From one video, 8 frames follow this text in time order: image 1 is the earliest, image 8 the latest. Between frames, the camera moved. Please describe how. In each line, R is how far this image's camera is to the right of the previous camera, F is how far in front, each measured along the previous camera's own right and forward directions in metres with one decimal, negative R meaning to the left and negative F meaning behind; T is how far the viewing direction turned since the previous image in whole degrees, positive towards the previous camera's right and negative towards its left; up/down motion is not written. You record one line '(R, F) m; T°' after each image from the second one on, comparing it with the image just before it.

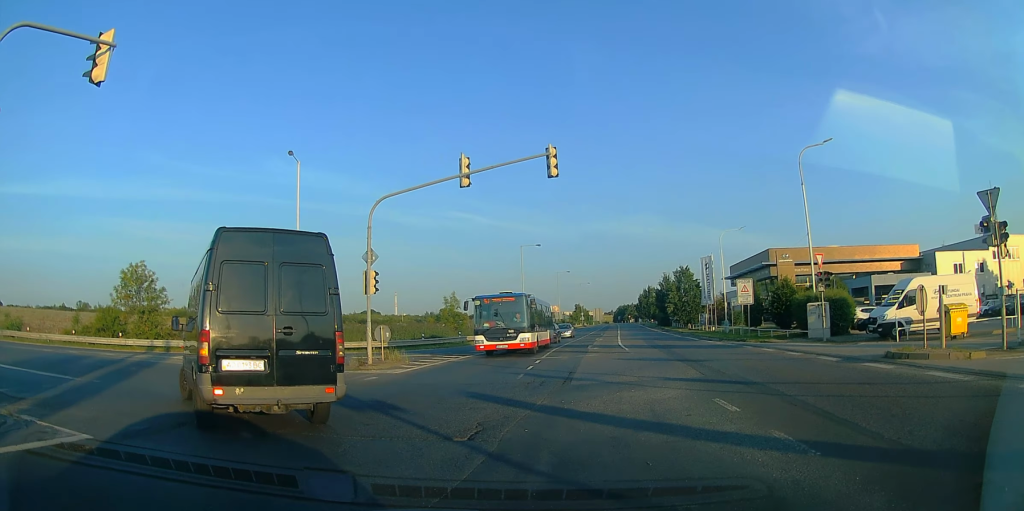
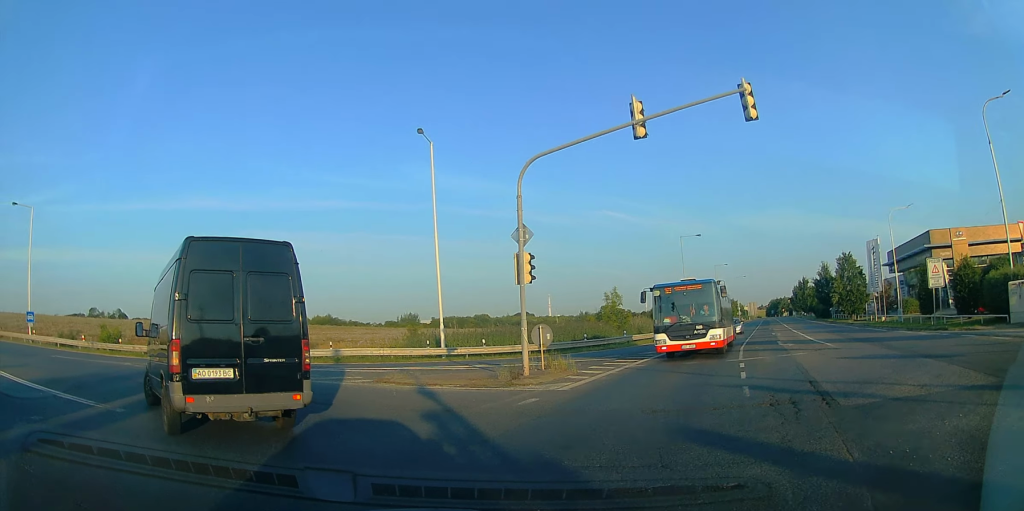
(-0.9, +4.9) m; -13°
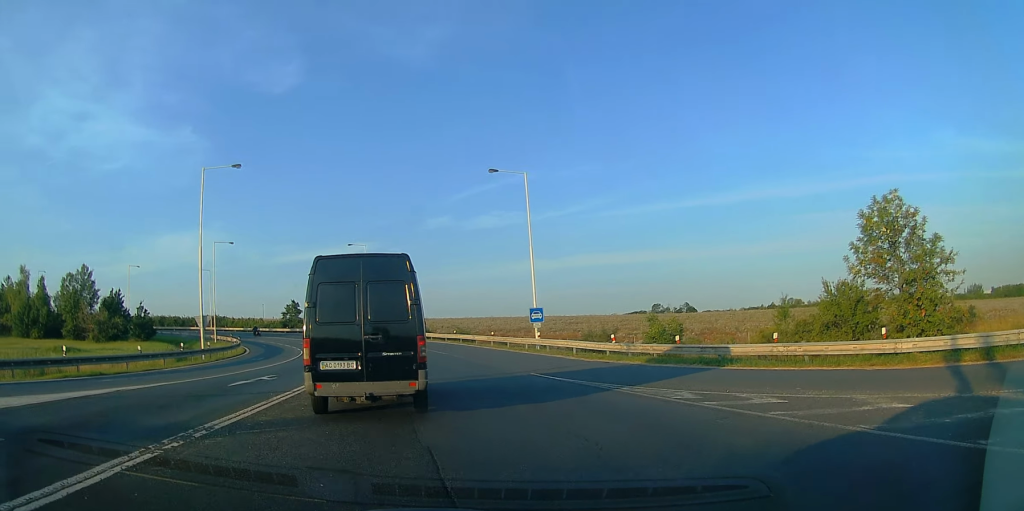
(-4.4, +14.3) m; -48°
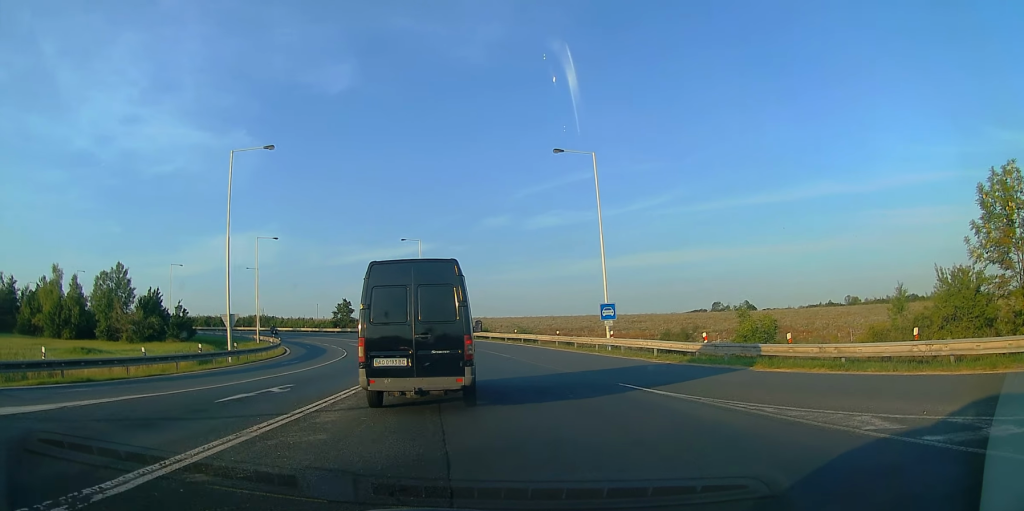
(-1.1, +4.0) m; -11°
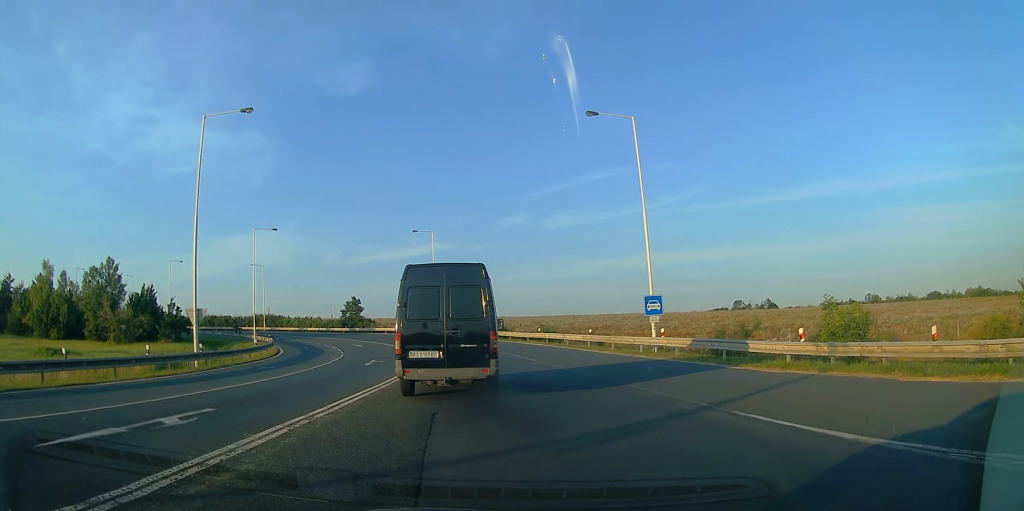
(-0.1, +5.7) m; +1°
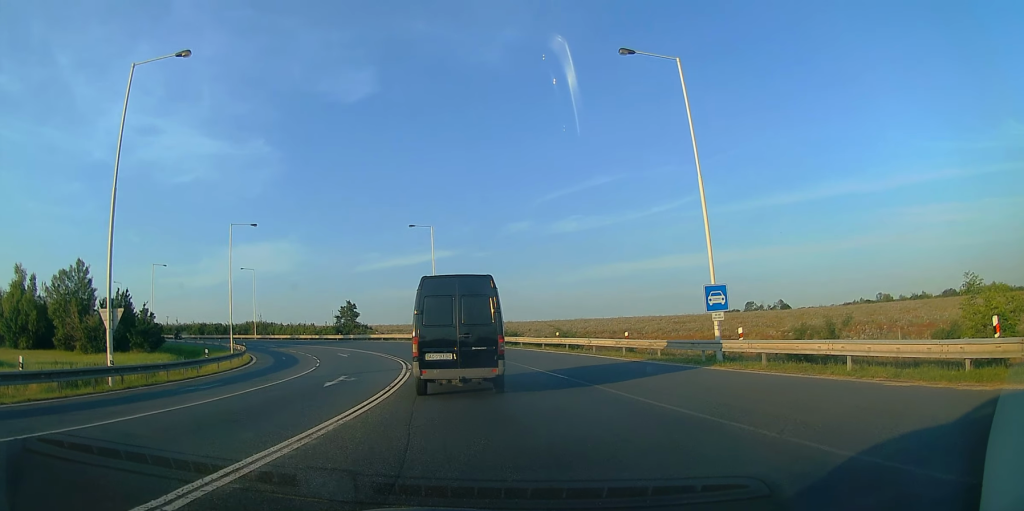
(+0.3, +7.1) m; +1°
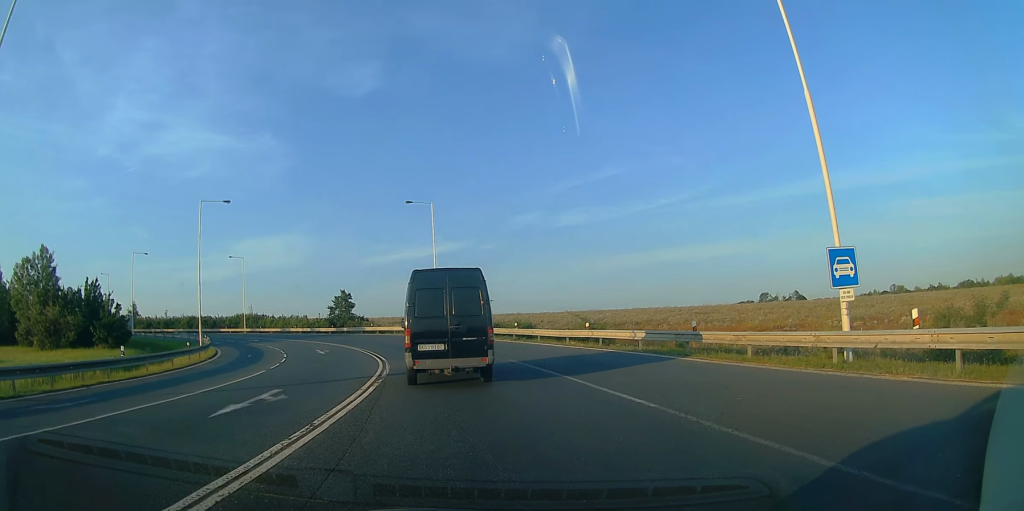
(+0.2, +7.8) m; -3°
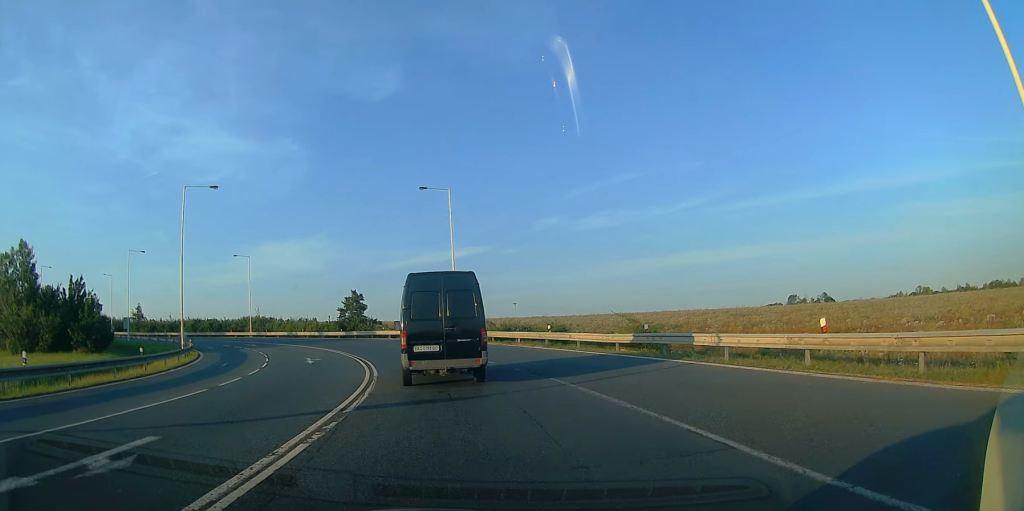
(-0.5, +7.0) m; -5°
